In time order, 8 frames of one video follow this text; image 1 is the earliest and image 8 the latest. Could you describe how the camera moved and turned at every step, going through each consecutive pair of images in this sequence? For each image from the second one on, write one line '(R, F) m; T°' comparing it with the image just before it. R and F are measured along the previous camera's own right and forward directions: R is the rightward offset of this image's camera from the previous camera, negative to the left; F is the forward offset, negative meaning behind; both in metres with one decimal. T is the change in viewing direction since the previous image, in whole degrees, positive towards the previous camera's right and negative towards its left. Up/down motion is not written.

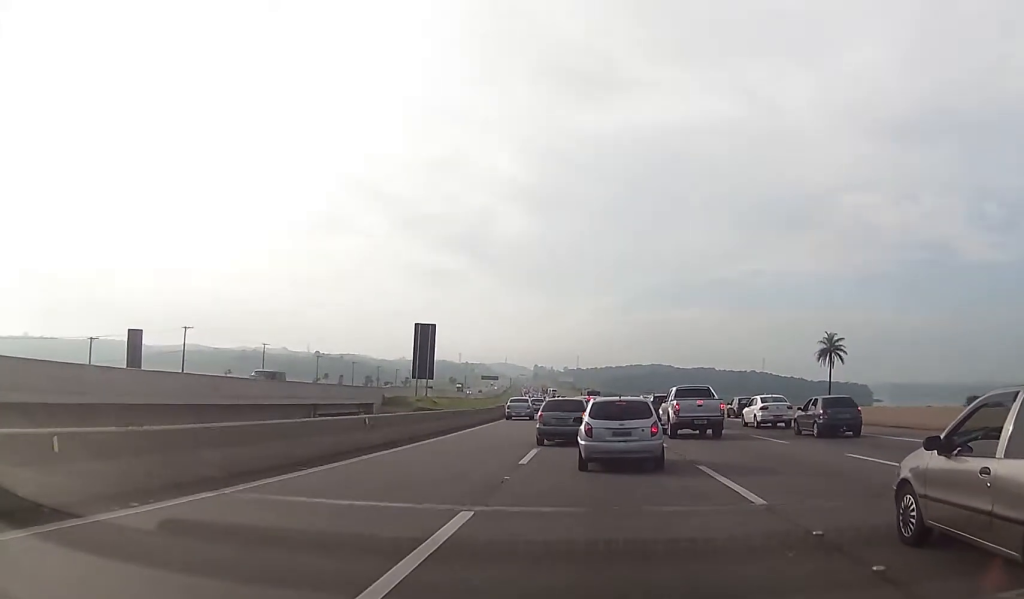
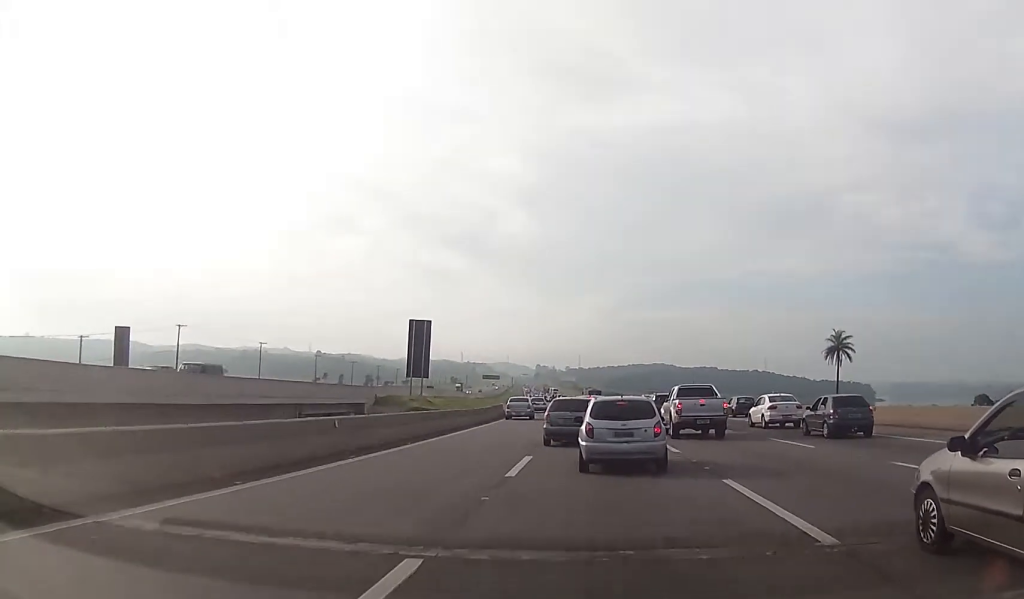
(+0.1, +2.9) m; 0°
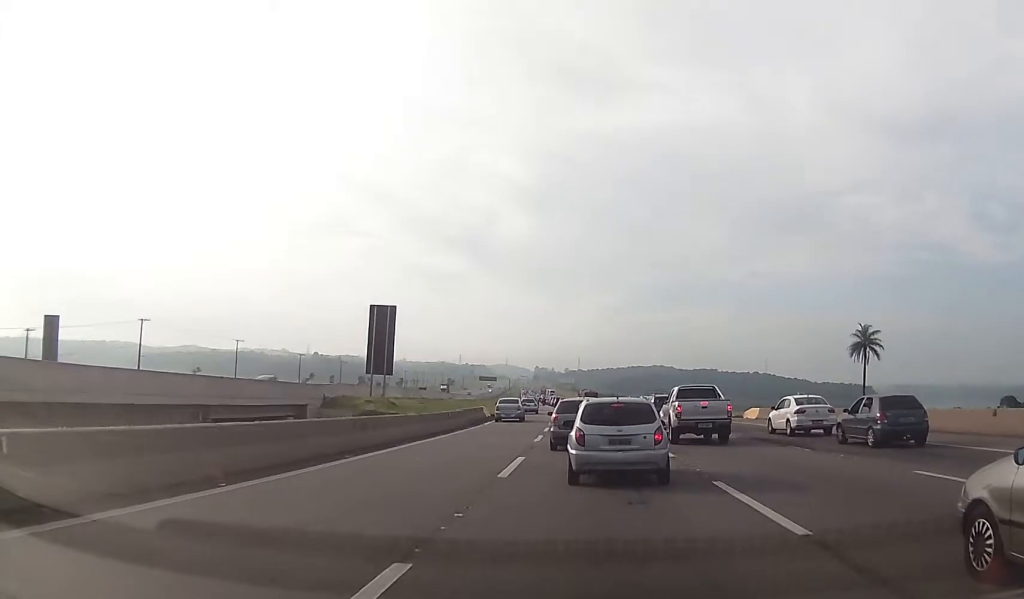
(0.0, +12.6) m; 0°
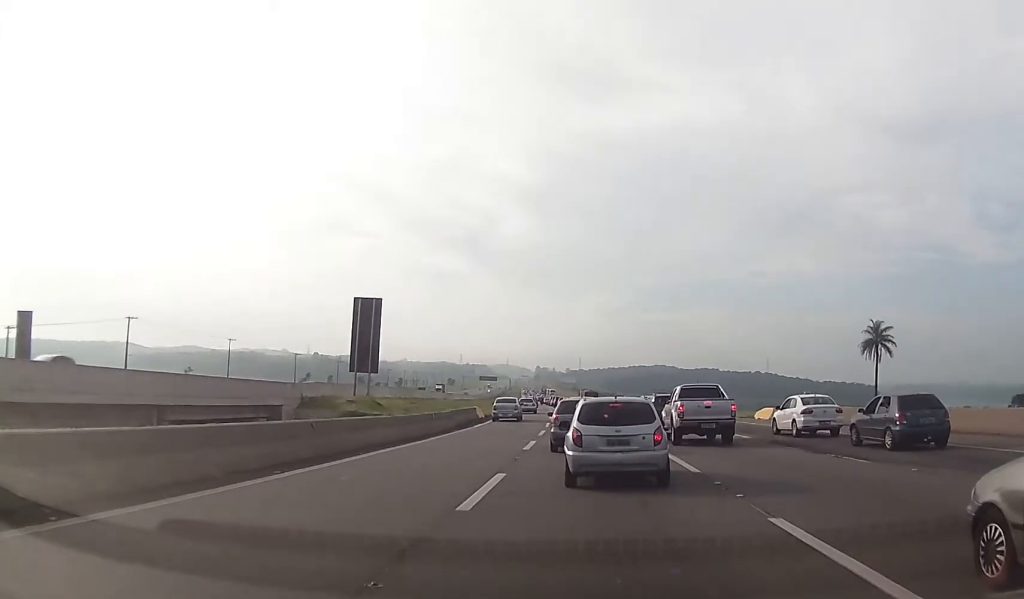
(-0.1, +4.4) m; -1°
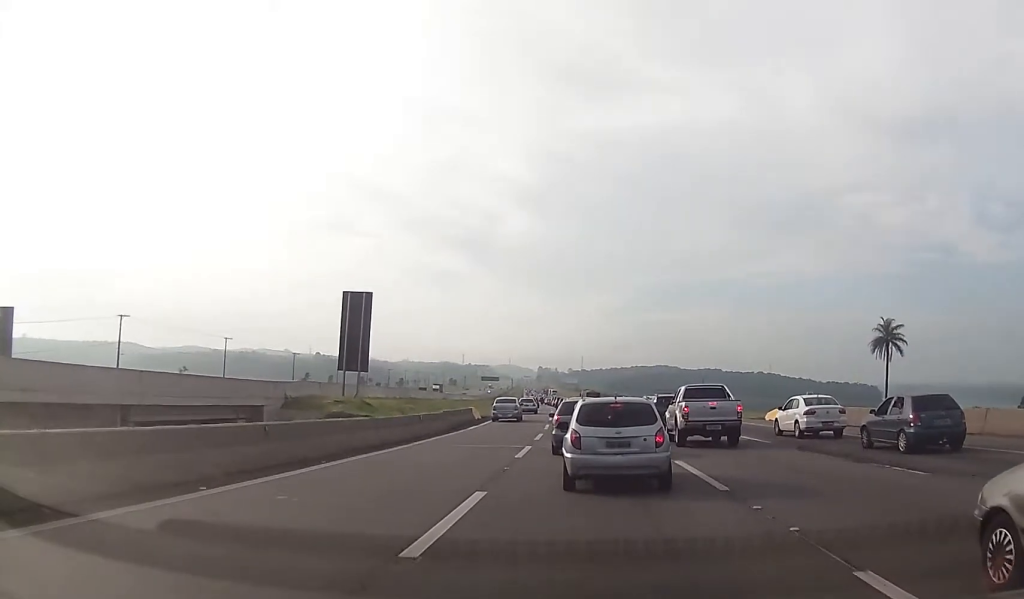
(0.0, +3.1) m; -1°
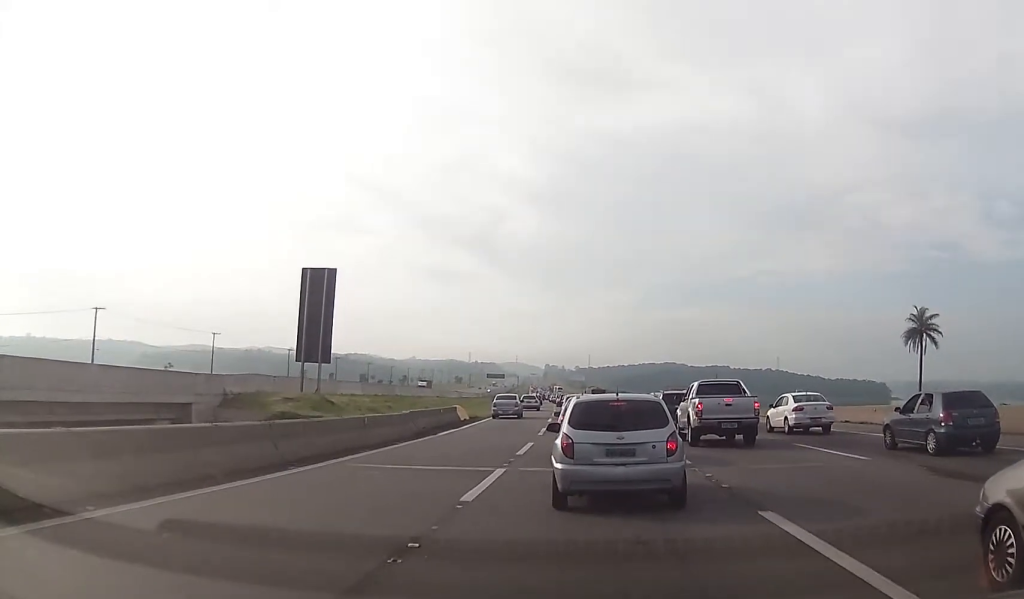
(-0.3, +9.3) m; +1°
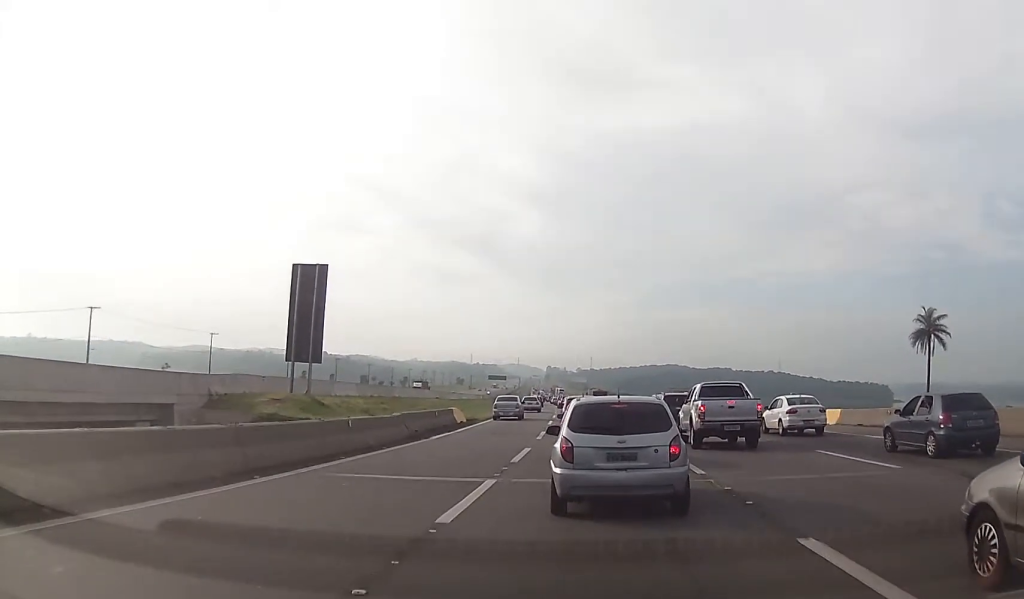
(+0.1, +2.0) m; +2°
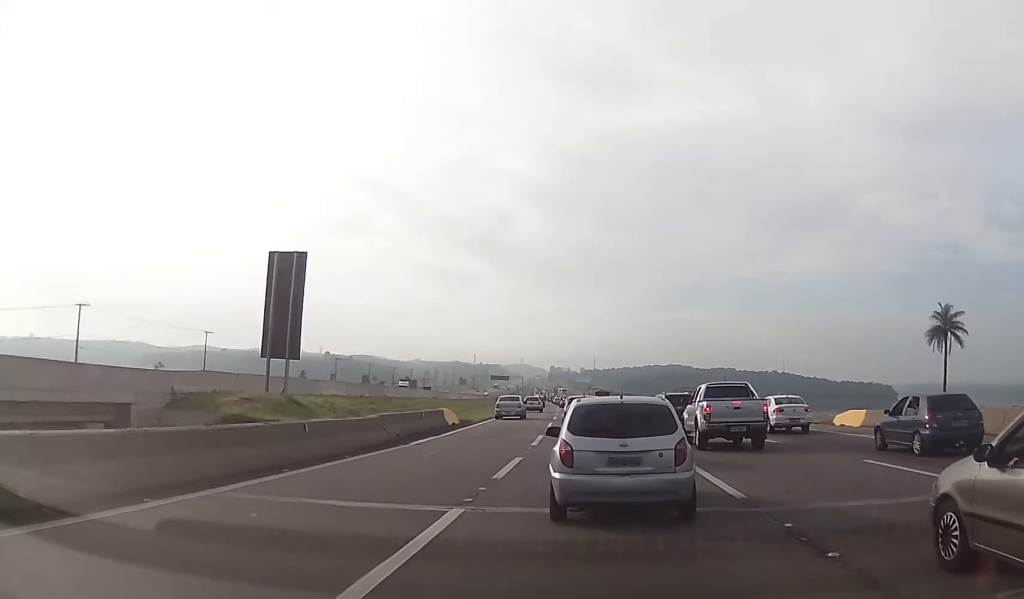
(+0.2, +4.1) m; 0°
